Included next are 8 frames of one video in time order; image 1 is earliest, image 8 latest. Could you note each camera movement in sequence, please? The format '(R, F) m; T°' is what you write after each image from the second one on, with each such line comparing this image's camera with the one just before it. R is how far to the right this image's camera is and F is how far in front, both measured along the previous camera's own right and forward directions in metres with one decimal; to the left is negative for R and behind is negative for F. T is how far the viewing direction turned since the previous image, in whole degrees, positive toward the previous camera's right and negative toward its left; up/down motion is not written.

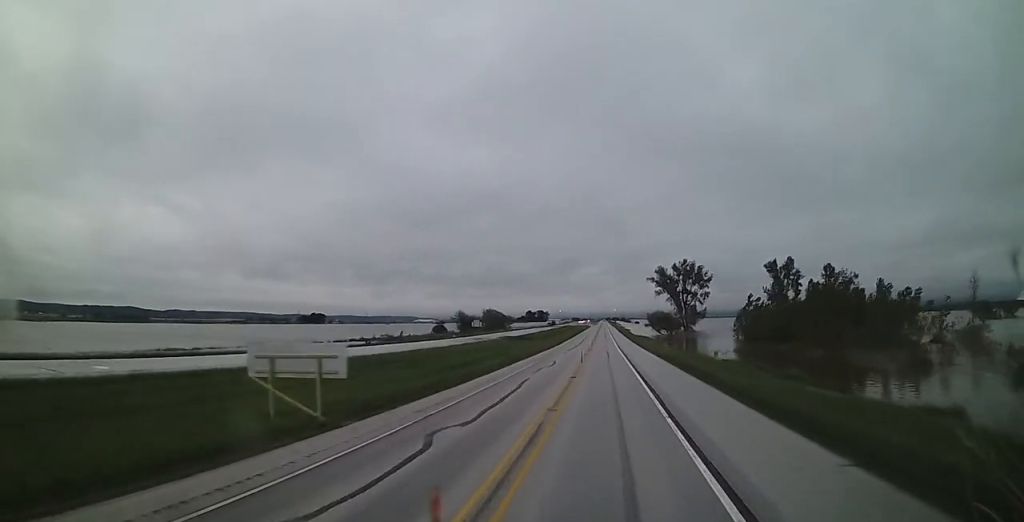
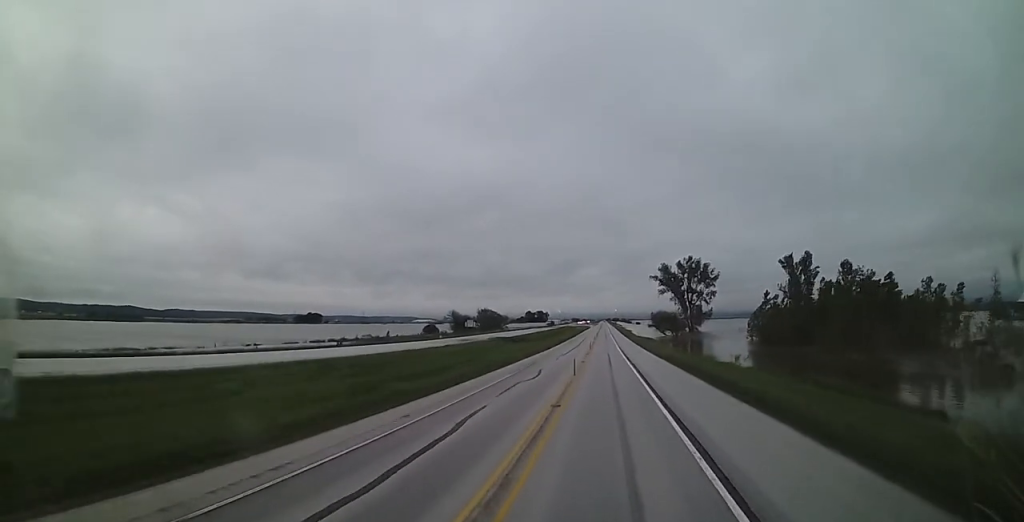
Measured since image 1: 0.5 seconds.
(0.0, +11.5) m; 0°
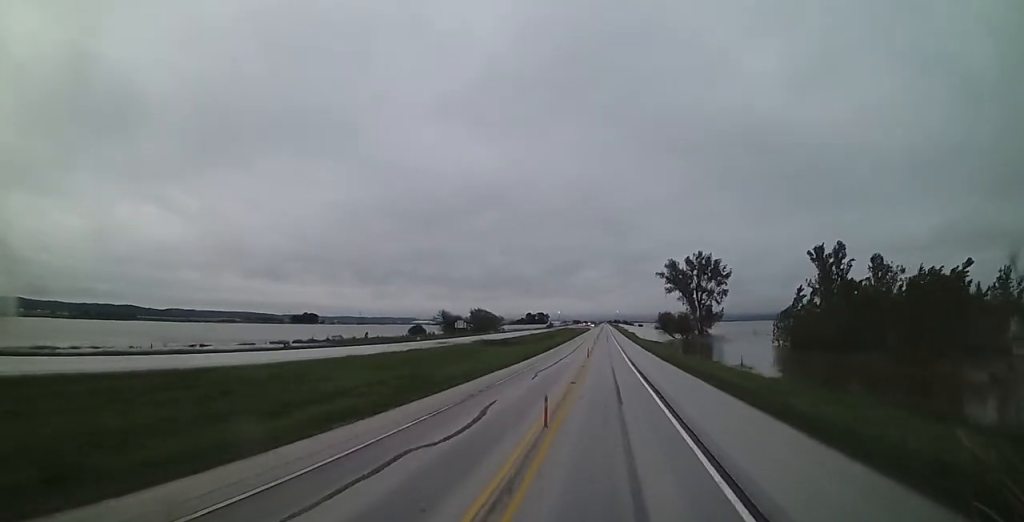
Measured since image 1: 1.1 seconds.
(0.0, +16.4) m; 0°
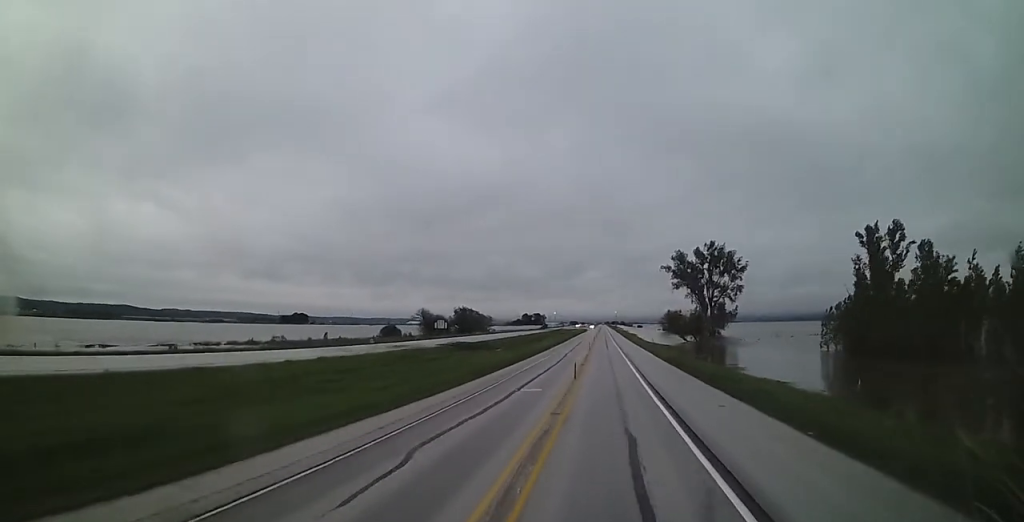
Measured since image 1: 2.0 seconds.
(0.0, +22.1) m; +1°
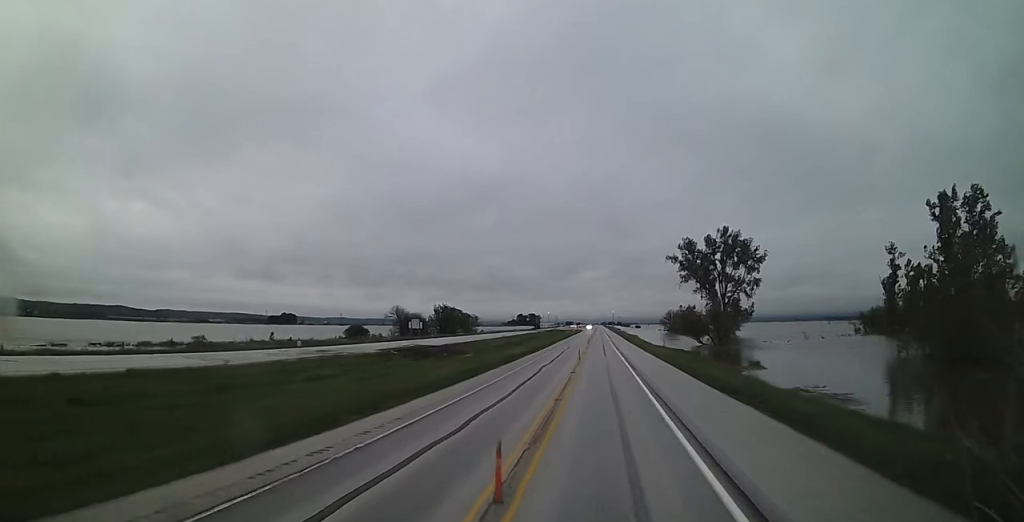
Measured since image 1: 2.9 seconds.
(+0.2, +21.2) m; +1°
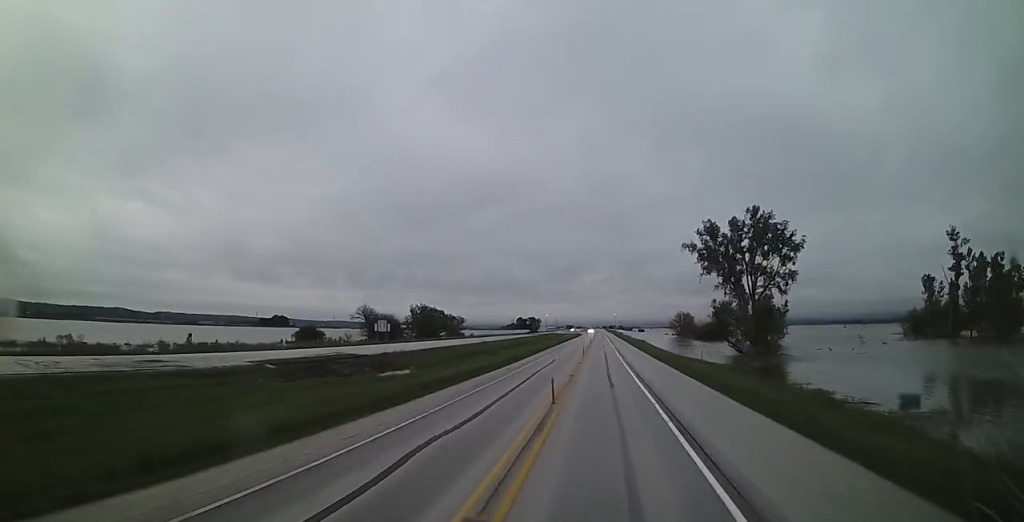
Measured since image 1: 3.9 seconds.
(+0.1, +25.2) m; 0°
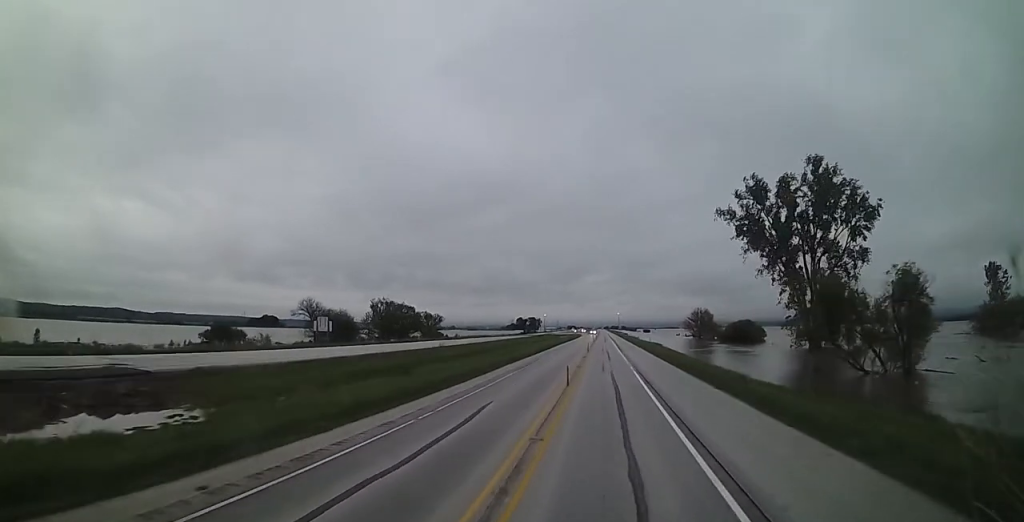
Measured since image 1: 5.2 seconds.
(-0.4, +31.0) m; -1°
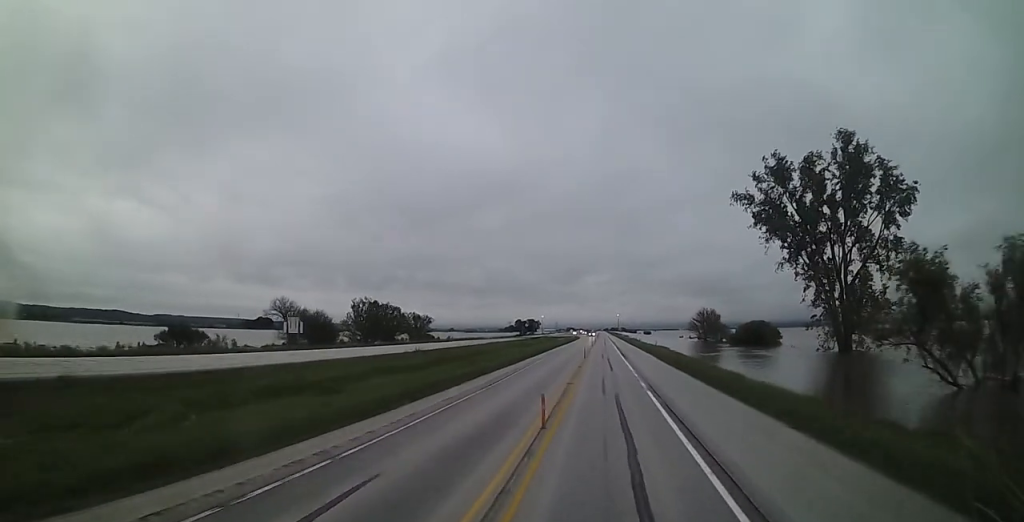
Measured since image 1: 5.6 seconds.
(0.0, +10.6) m; 0°
